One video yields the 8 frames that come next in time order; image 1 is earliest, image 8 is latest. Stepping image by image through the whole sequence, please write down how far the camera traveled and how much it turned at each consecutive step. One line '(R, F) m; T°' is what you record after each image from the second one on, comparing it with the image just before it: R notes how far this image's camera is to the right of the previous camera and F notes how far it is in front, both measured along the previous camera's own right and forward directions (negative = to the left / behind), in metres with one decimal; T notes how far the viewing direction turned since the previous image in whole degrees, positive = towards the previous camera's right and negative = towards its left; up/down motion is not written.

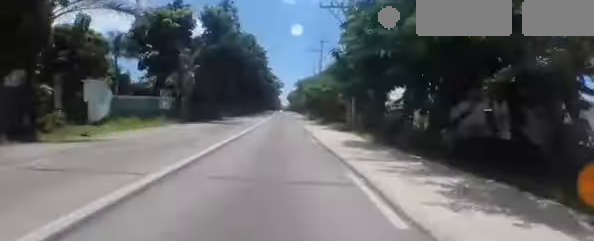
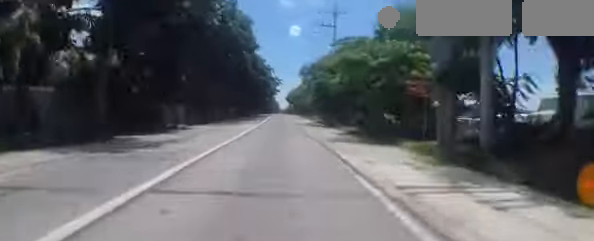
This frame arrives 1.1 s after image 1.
(+0.3, +19.3) m; -1°
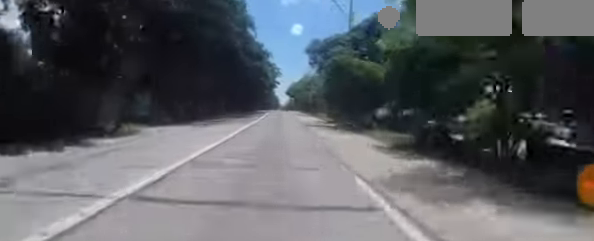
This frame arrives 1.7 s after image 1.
(-0.2, +9.0) m; -1°
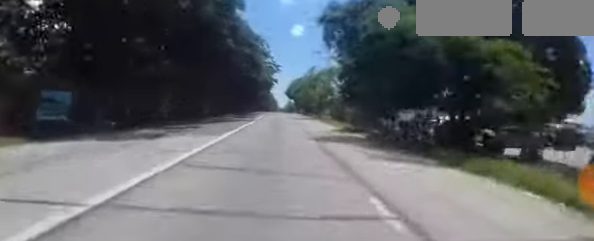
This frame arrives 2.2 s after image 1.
(-0.1, +9.7) m; 0°
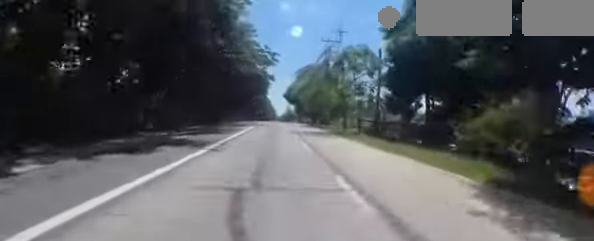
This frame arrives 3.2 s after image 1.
(+0.2, +17.1) m; +1°
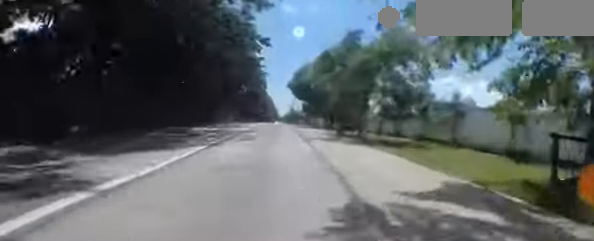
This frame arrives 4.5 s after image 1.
(+0.1, +21.1) m; 0°
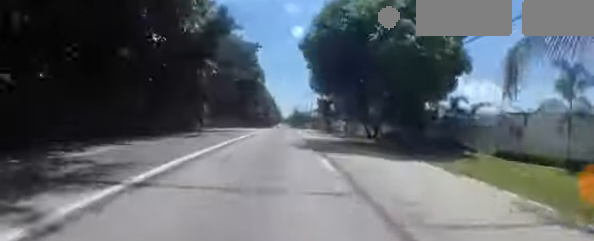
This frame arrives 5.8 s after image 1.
(-0.1, +21.5) m; 0°
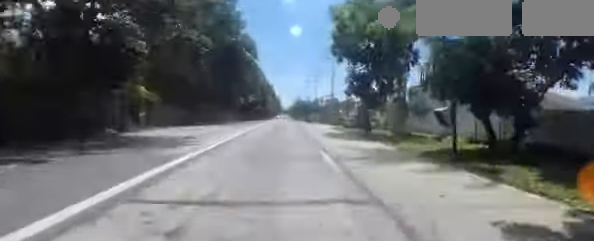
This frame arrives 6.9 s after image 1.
(-0.1, +17.1) m; 0°
